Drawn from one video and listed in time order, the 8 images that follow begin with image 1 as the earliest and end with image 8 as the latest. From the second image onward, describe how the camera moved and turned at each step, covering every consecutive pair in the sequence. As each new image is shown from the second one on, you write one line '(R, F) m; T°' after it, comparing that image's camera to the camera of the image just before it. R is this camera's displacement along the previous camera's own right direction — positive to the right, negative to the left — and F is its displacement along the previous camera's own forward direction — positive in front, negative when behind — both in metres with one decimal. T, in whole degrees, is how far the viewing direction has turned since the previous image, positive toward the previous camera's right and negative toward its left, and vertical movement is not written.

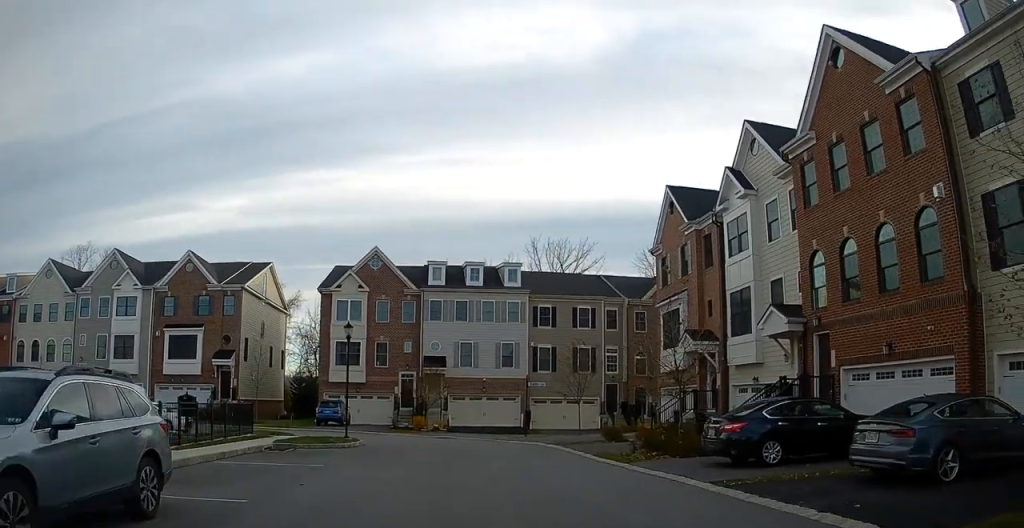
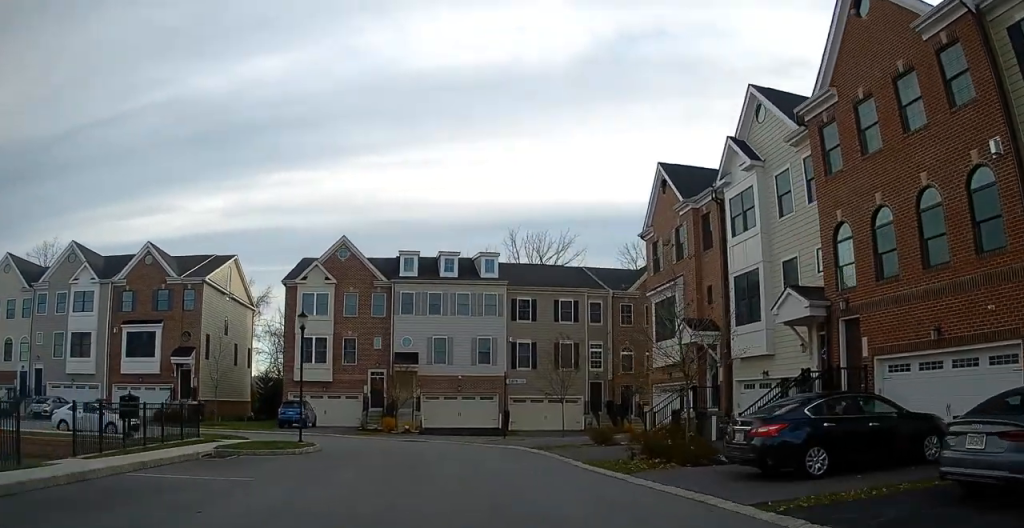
(-0.2, +3.0) m; -1°
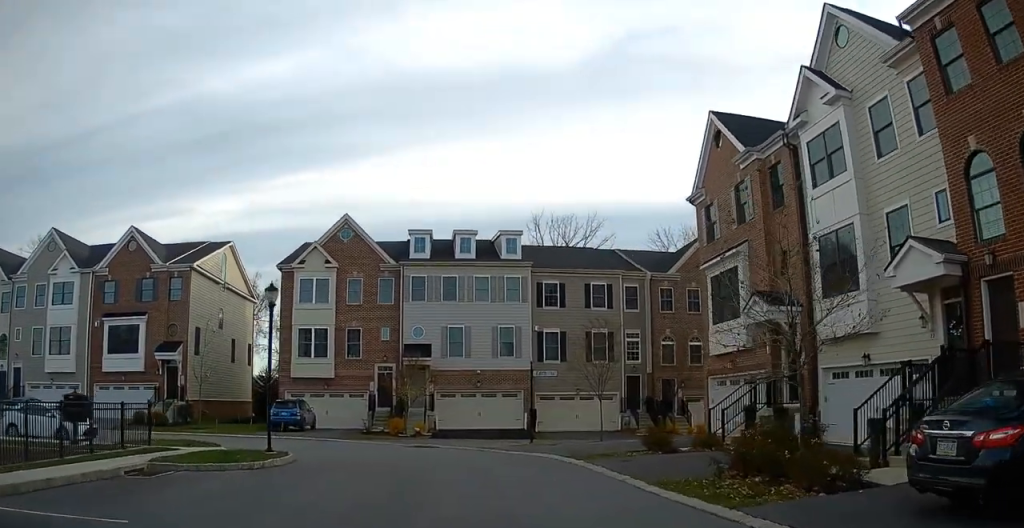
(-0.1, +5.0) m; -1°
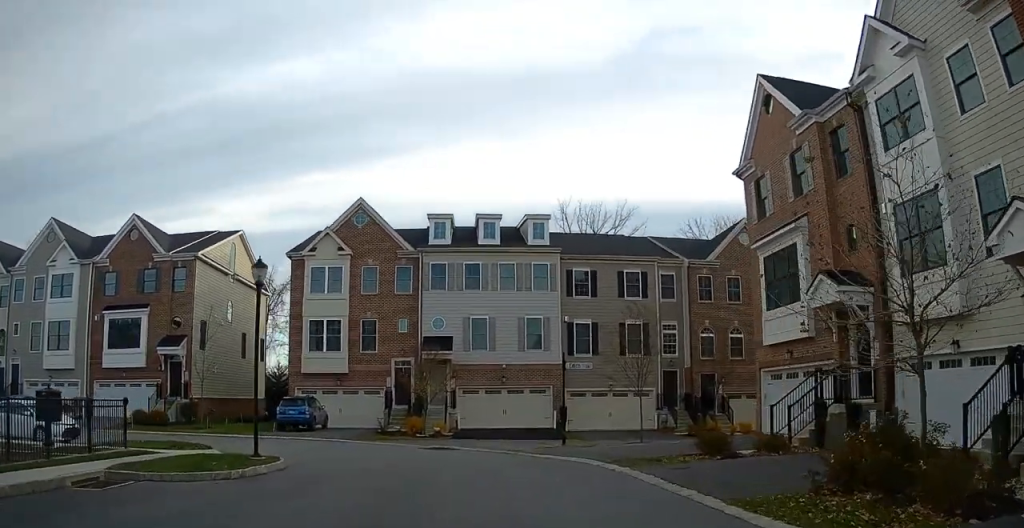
(0.0, +2.8) m; 0°
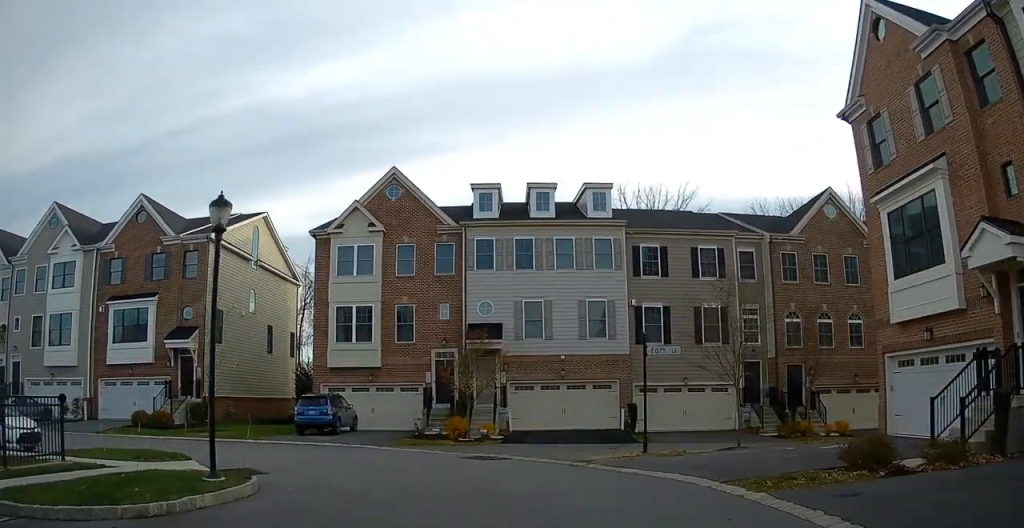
(-0.1, +4.9) m; -3°
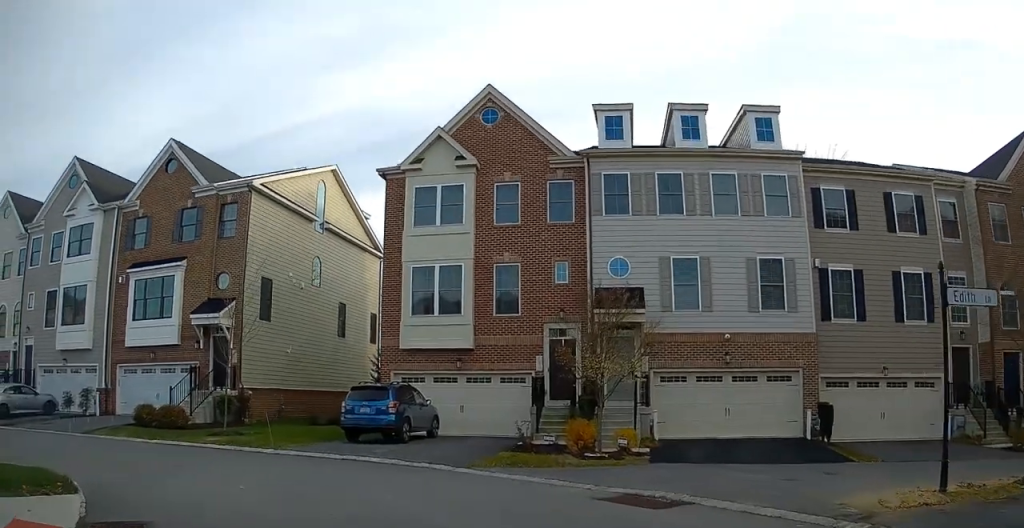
(-0.9, +8.6) m; -15°
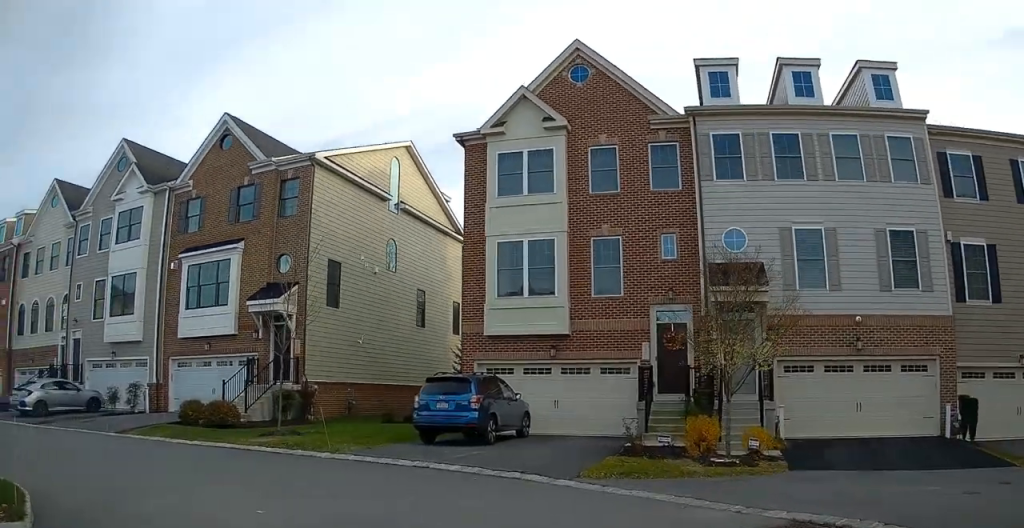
(-0.1, +3.0) m; -8°
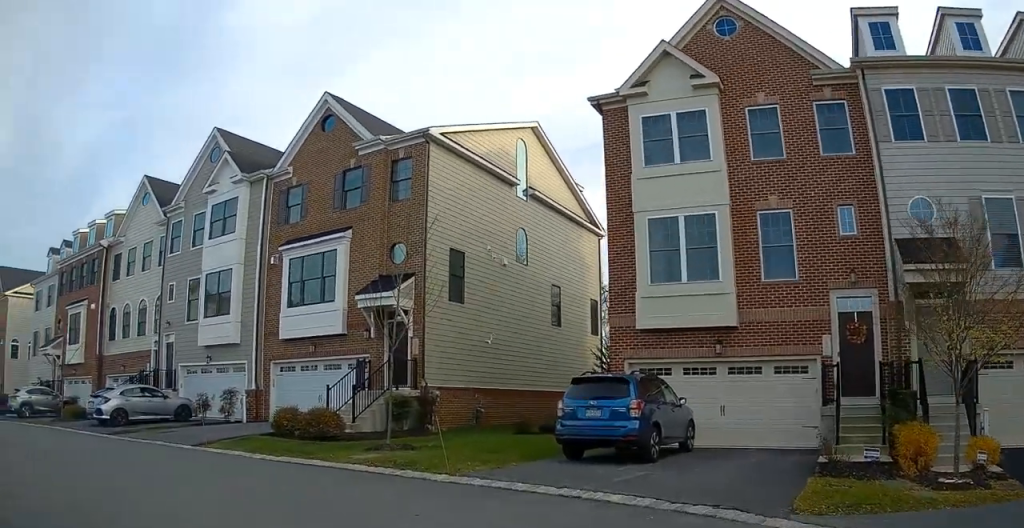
(-0.3, +3.1) m; -10°
